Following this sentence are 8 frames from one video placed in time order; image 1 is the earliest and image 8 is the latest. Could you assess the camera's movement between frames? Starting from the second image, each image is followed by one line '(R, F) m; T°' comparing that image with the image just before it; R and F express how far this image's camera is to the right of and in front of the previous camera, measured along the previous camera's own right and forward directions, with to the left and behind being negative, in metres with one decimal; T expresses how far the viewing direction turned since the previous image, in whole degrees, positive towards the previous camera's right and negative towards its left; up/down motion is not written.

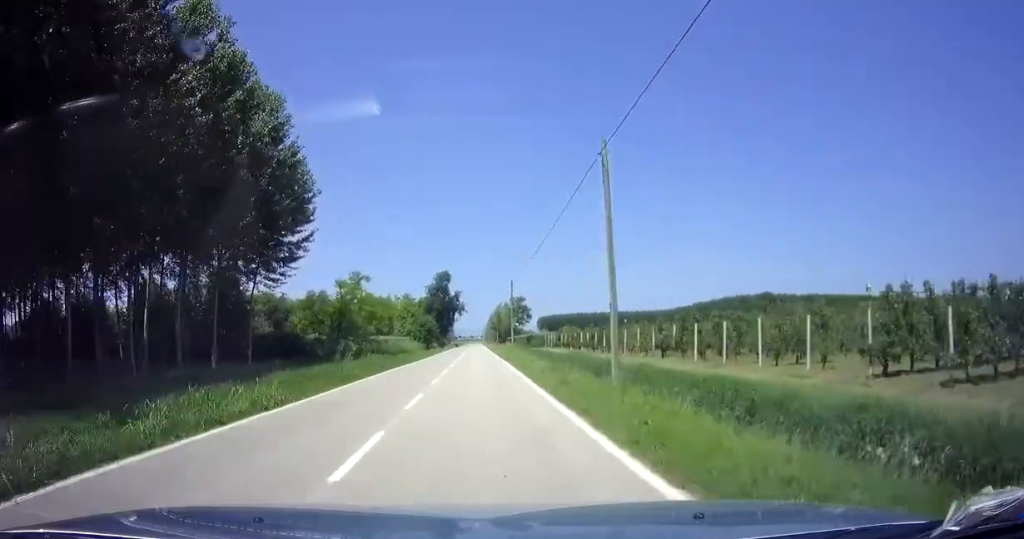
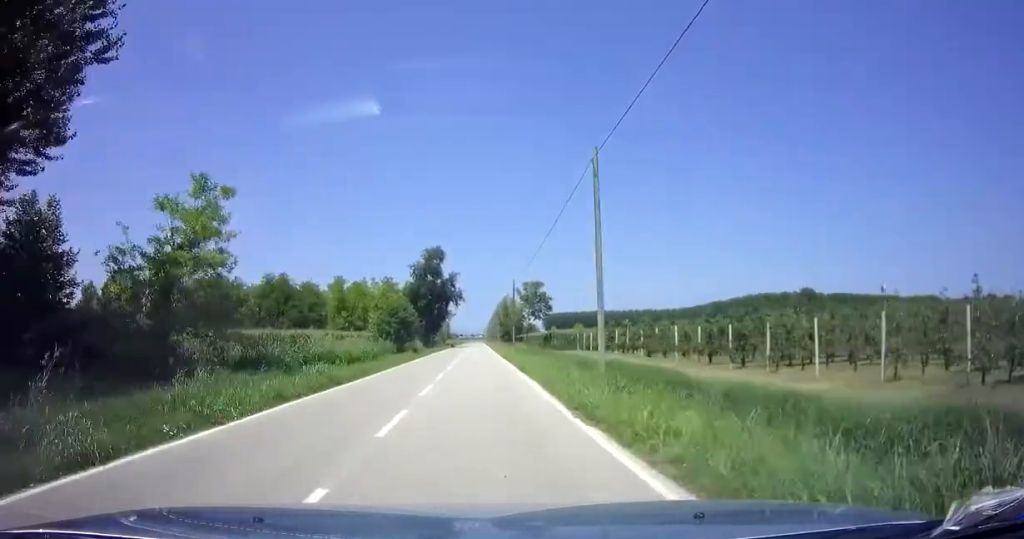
(0.0, +32.2) m; 0°
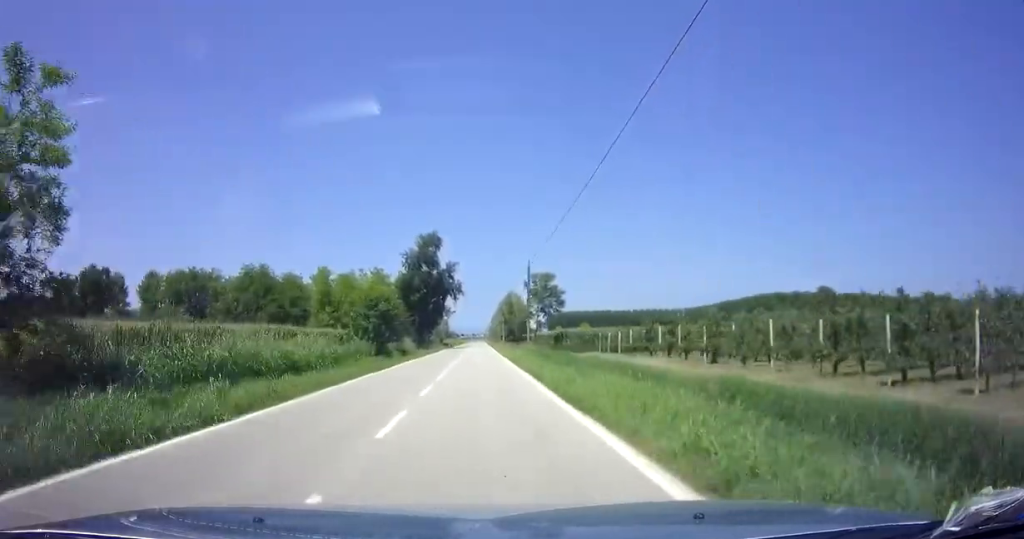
(0.0, +12.2) m; 0°
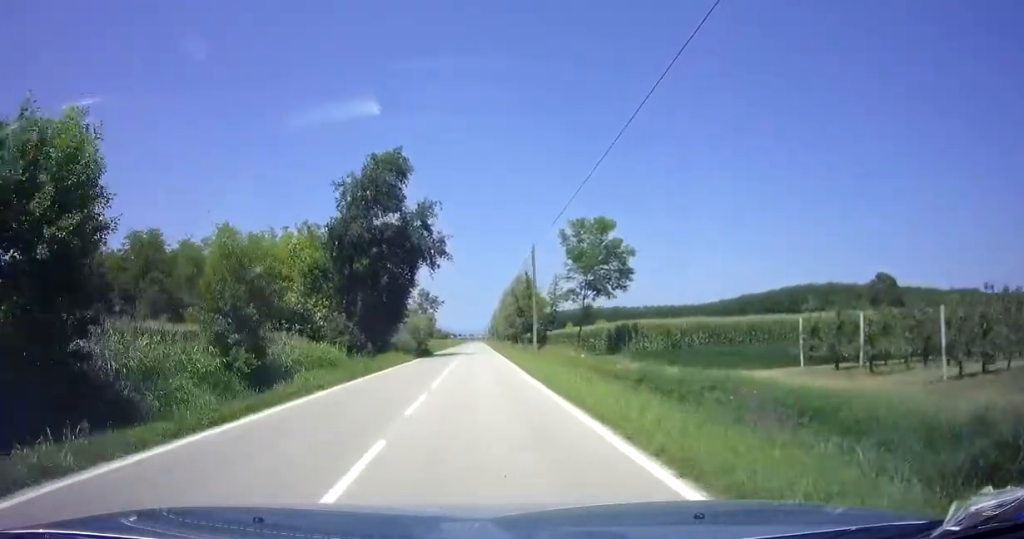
(0.0, +39.0) m; 0°
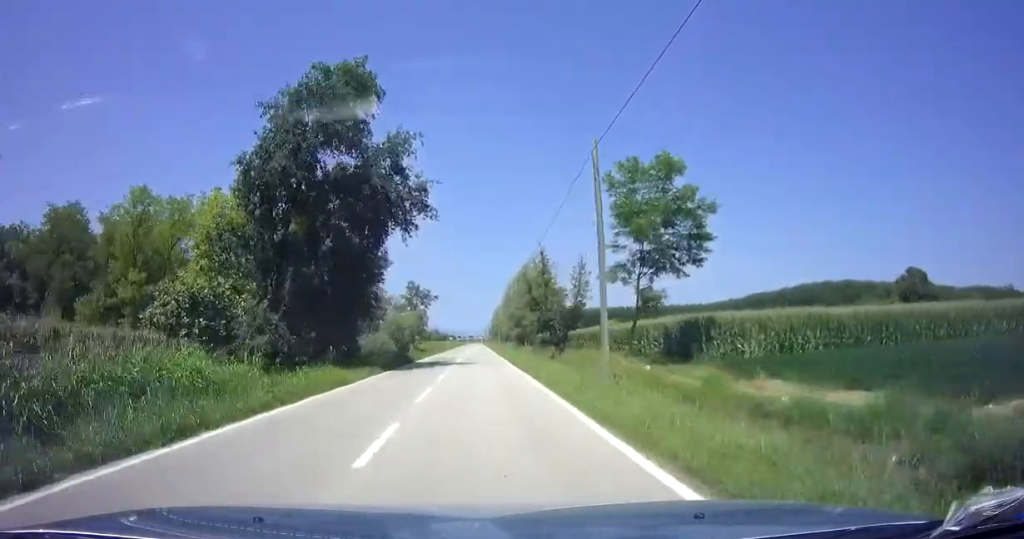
(0.0, +16.1) m; 0°
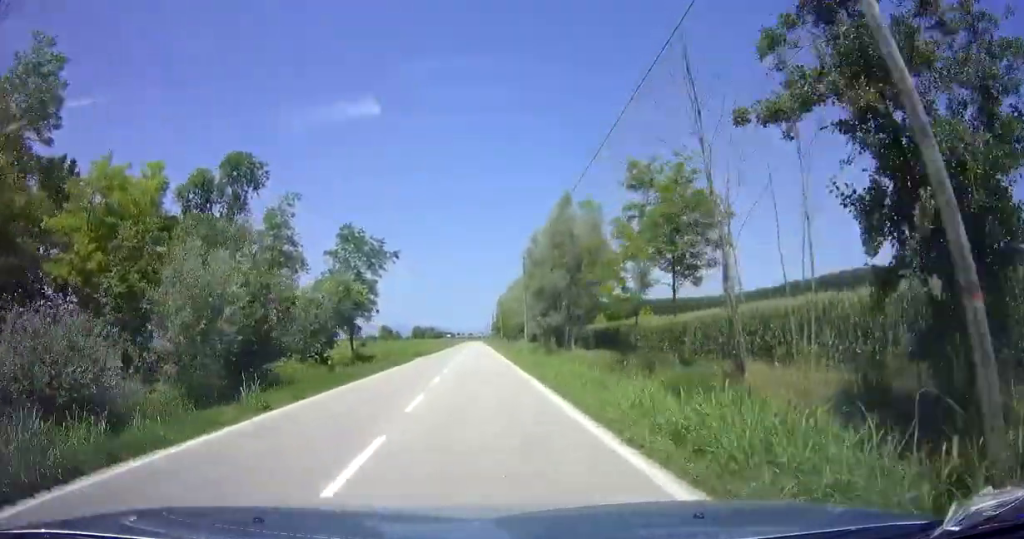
(0.0, +41.2) m; 0°
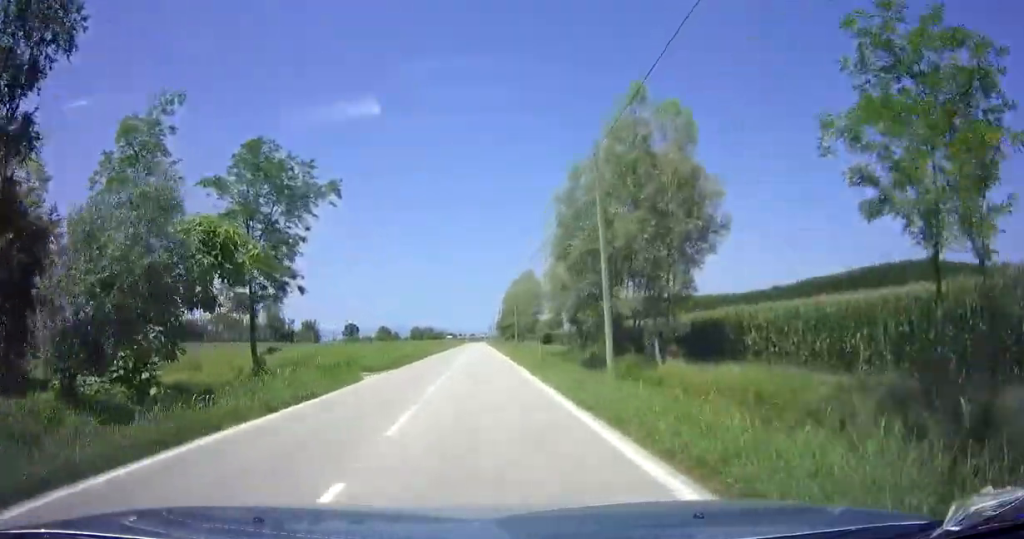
(0.0, +19.9) m; 0°
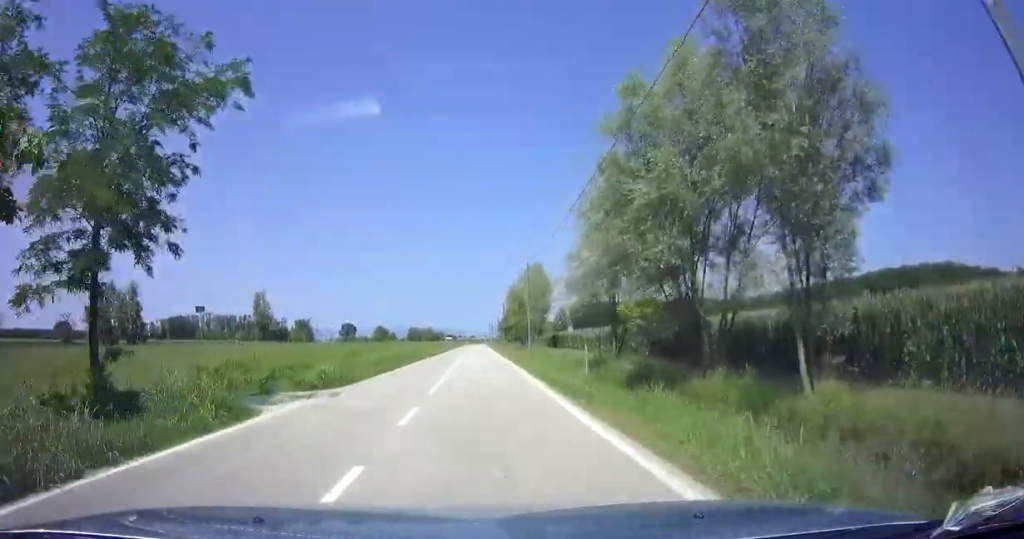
(0.0, +11.9) m; 0°
